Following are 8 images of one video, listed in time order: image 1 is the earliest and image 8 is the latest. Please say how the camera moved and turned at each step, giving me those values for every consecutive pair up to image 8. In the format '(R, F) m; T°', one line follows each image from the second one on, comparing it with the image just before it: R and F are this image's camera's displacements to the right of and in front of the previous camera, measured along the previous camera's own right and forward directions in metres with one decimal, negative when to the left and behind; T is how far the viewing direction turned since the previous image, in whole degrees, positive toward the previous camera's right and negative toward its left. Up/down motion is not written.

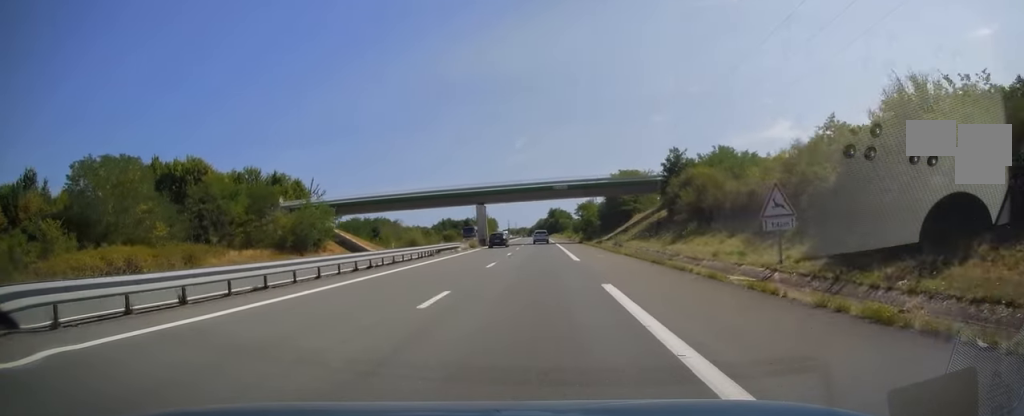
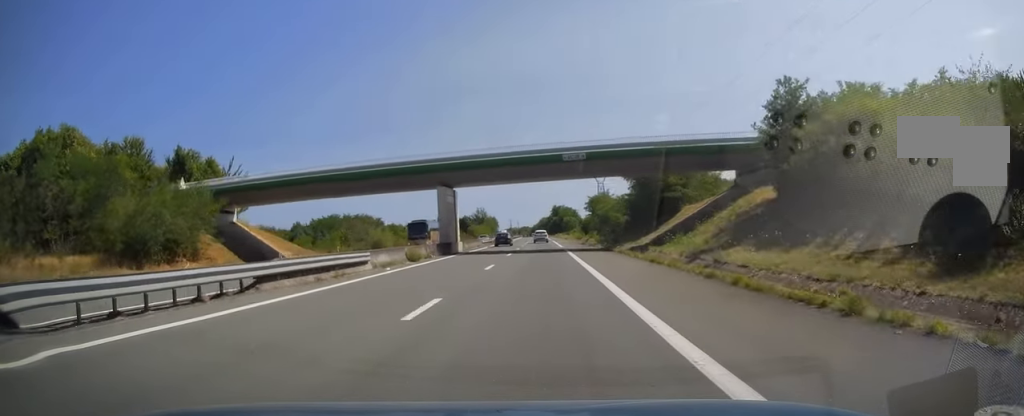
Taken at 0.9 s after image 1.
(-0.6, +26.9) m; -1°
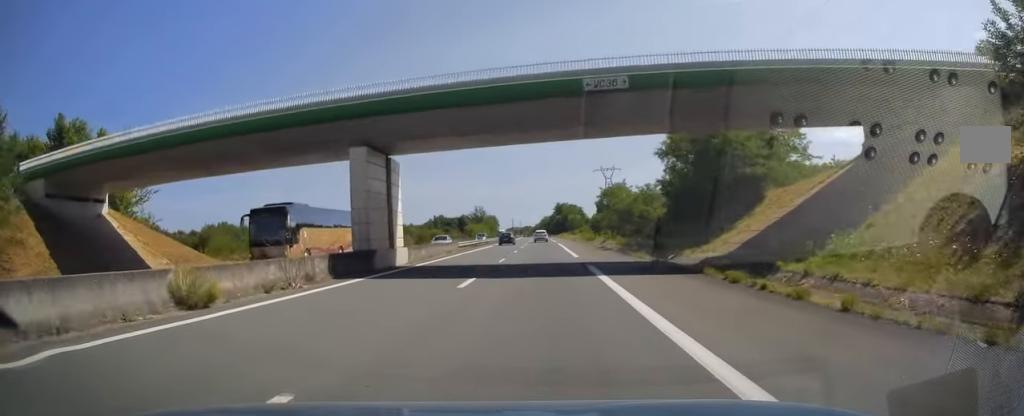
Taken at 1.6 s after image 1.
(+0.1, +20.3) m; 0°
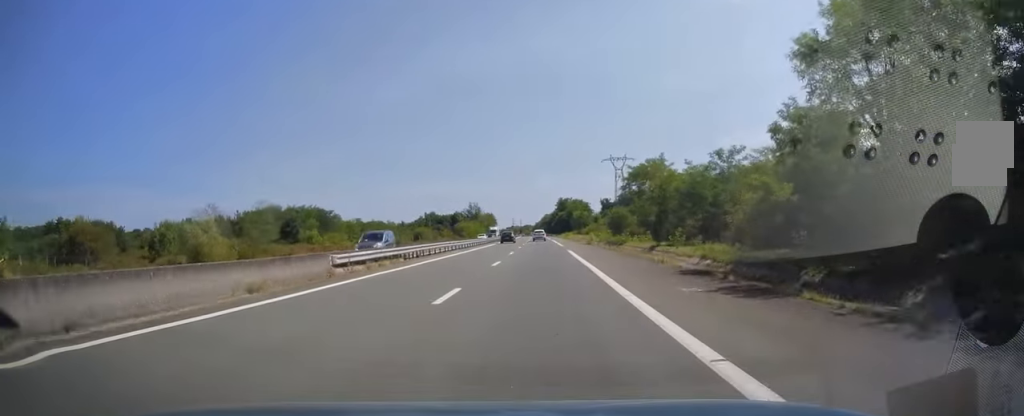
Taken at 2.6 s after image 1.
(+0.1, +29.1) m; 0°
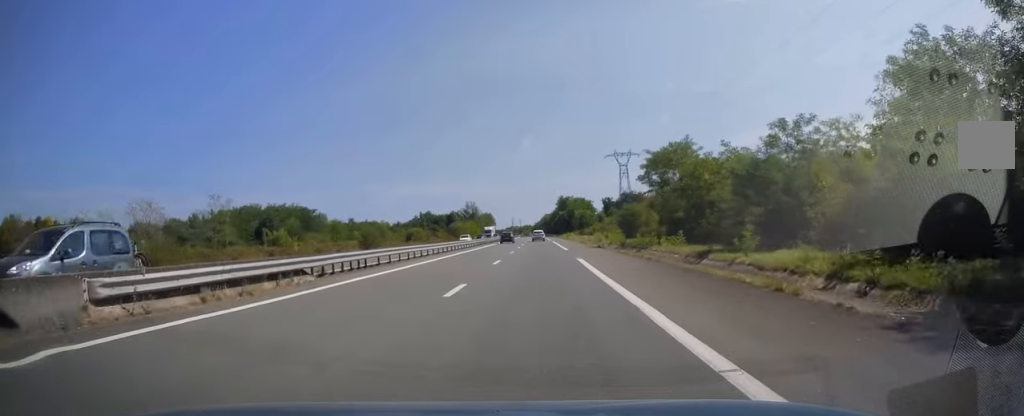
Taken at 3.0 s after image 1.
(+0.1, +11.6) m; 0°
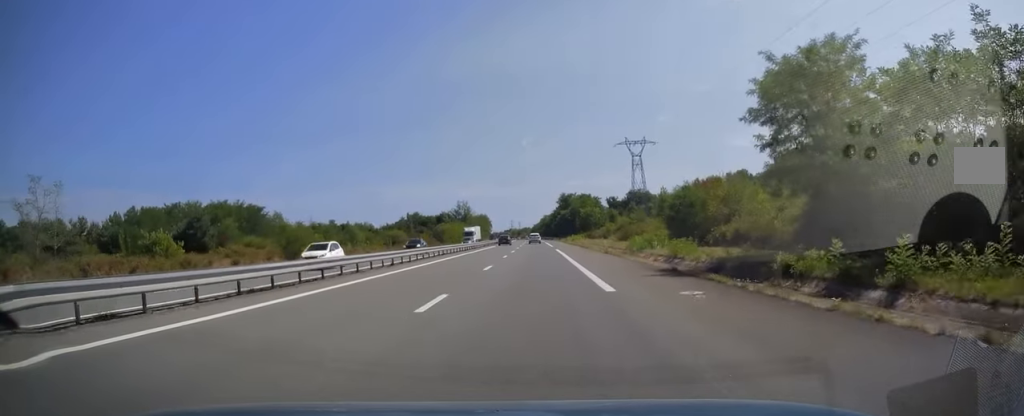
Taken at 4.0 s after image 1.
(-0.3, +27.8) m; 0°
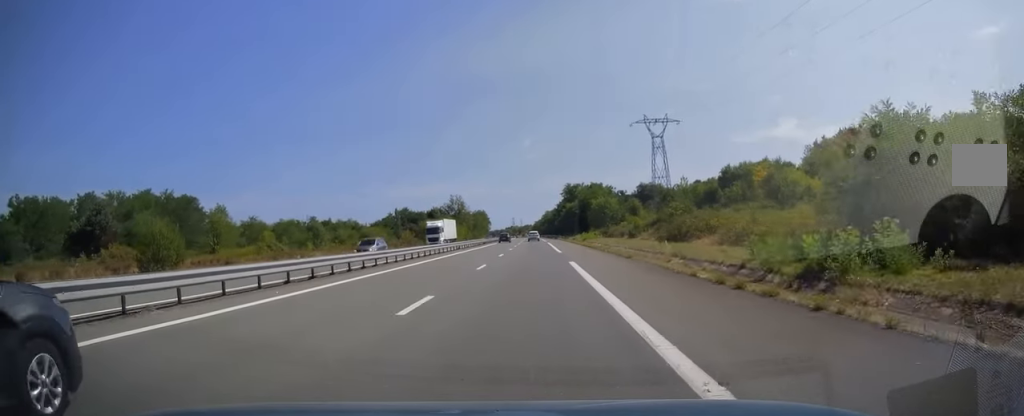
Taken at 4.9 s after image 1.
(+0.2, +26.4) m; 0°
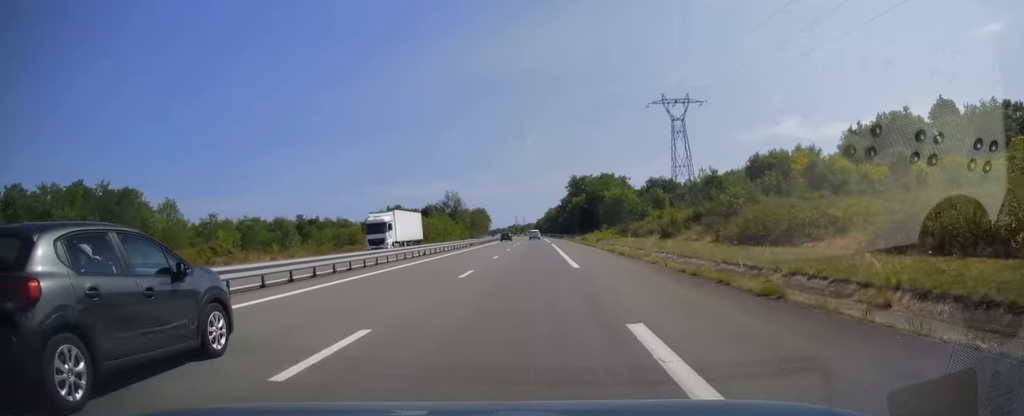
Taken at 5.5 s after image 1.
(-0.1, +17.6) m; 0°
